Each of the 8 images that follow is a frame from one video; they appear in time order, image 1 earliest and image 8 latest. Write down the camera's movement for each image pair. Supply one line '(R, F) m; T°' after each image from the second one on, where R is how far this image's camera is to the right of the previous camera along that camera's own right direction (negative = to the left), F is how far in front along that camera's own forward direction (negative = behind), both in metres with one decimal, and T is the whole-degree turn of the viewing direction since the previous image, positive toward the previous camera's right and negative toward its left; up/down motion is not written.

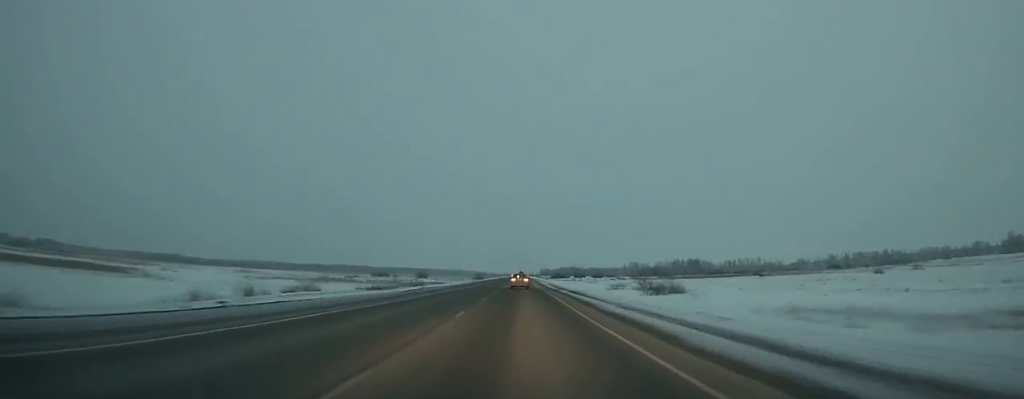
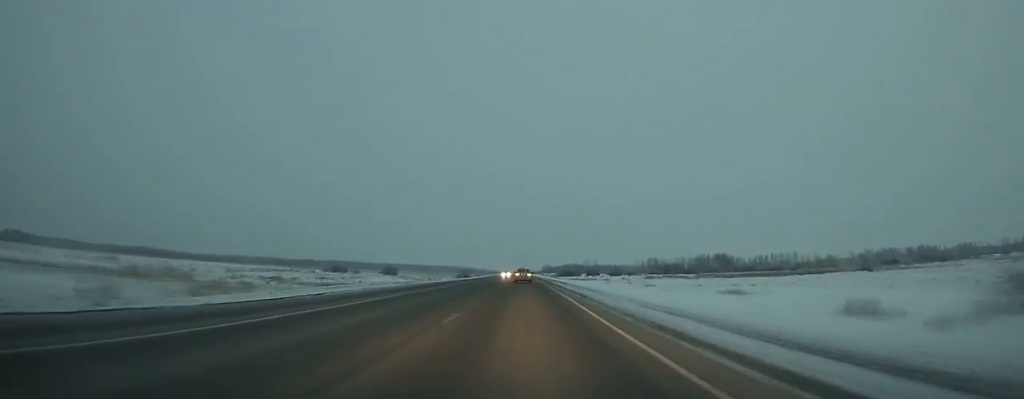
(-0.3, +86.9) m; 0°
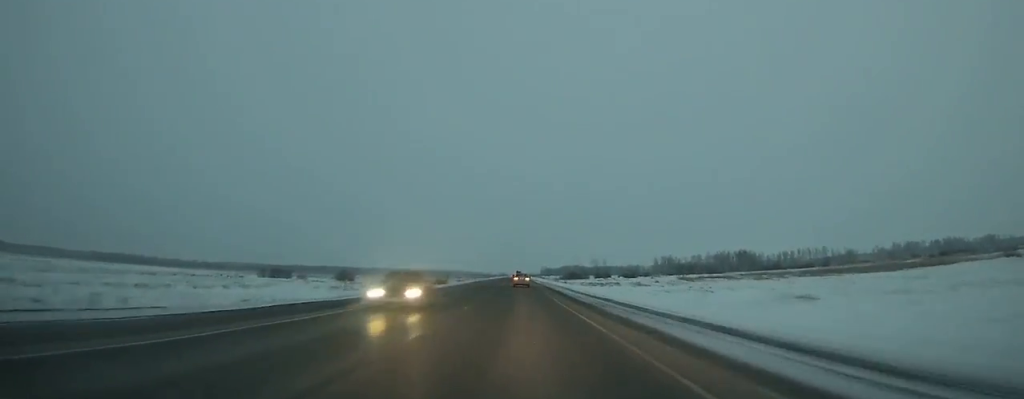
(+0.3, +64.1) m; 0°
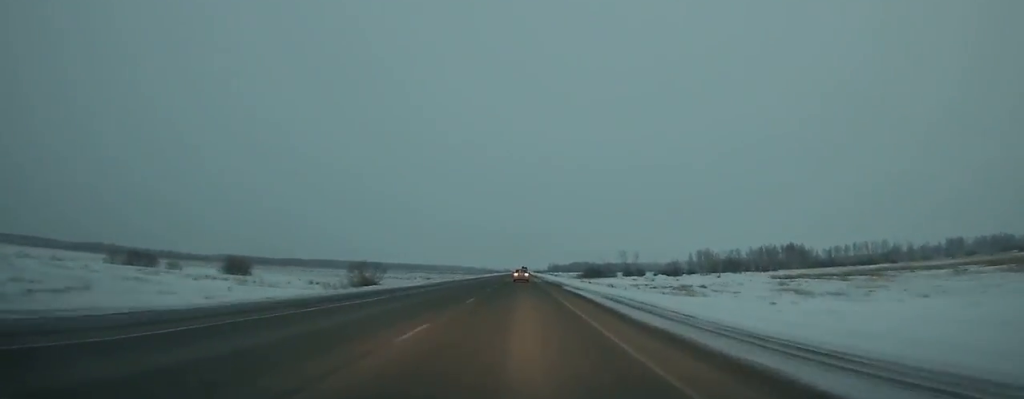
(-0.3, +83.5) m; 0°
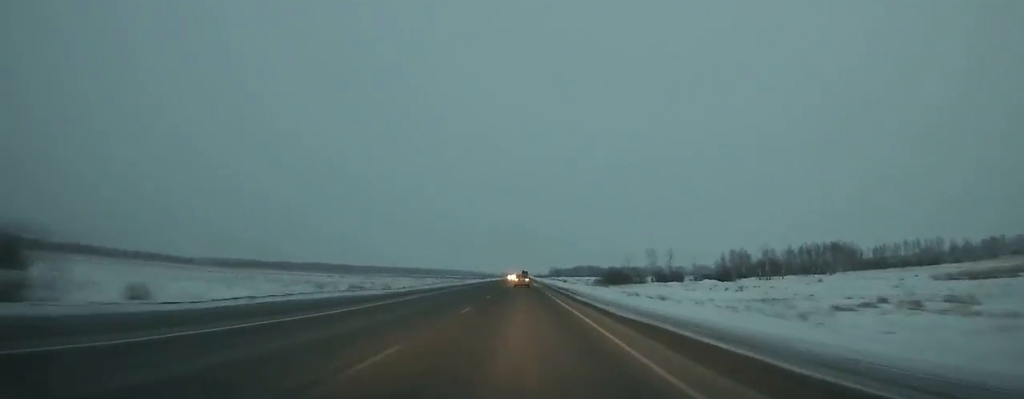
(0.0, +64.1) m; 0°
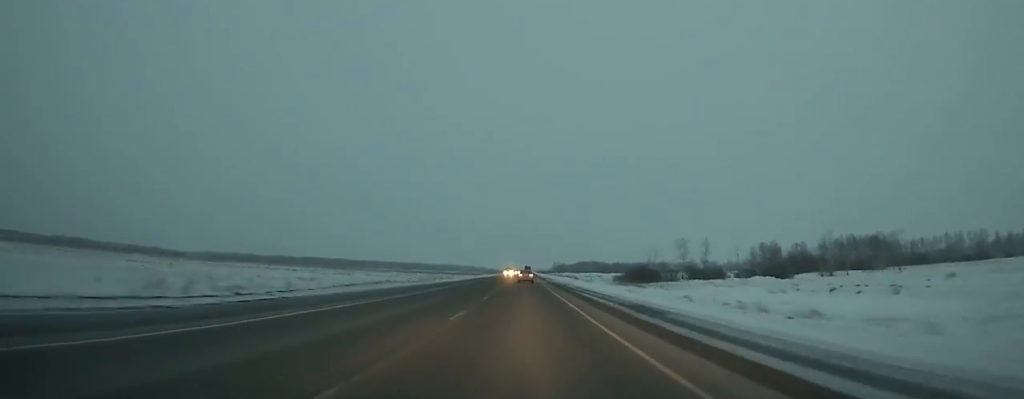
(0.0, +39.9) m; 0°
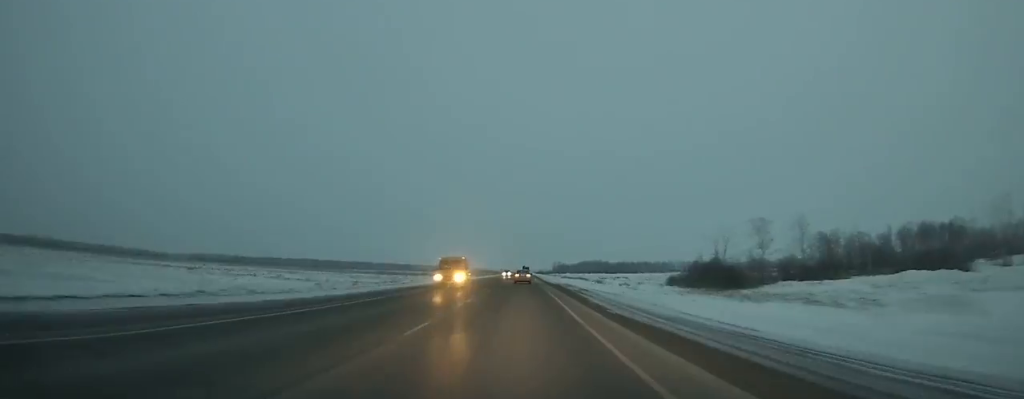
(-0.1, +63.5) m; 0°
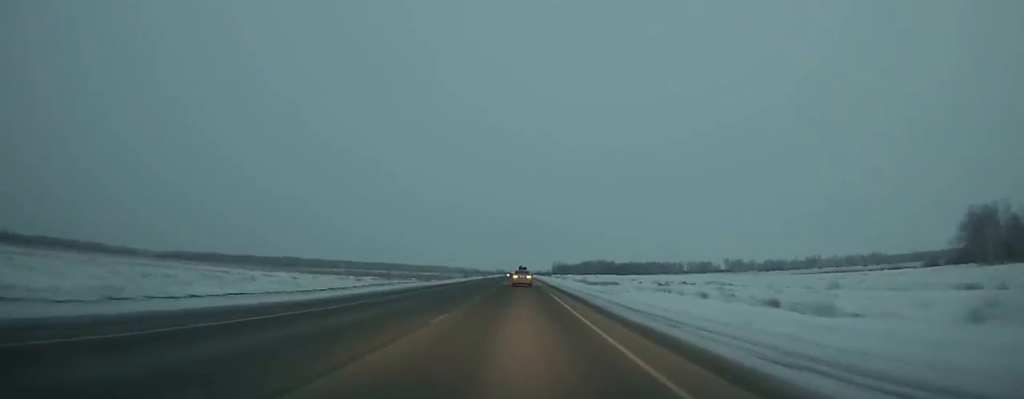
(0.0, +91.9) m; 0°
